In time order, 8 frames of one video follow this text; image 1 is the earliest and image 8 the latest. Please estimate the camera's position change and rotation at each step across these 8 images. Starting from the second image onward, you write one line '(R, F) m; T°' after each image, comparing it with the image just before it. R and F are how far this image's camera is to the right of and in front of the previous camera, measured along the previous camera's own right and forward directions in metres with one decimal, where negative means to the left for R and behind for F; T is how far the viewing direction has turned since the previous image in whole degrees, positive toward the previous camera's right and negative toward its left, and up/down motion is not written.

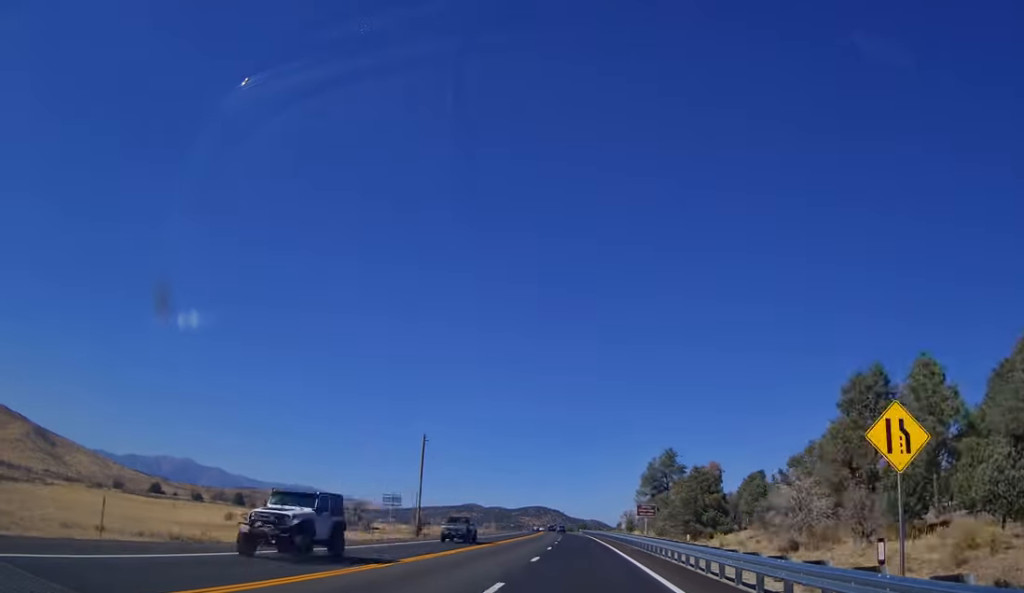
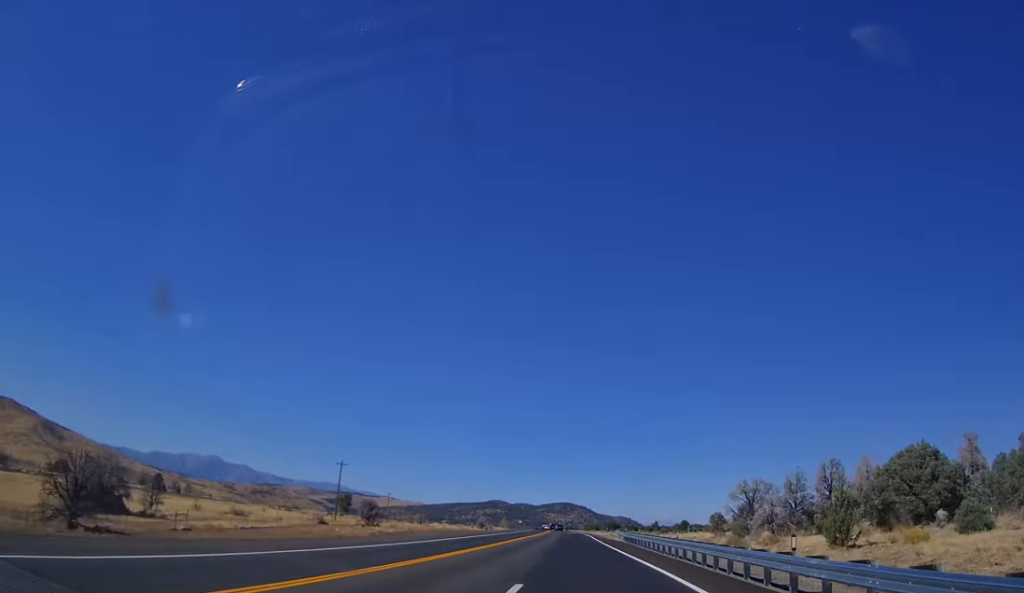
(-1.3, +86.5) m; -3°
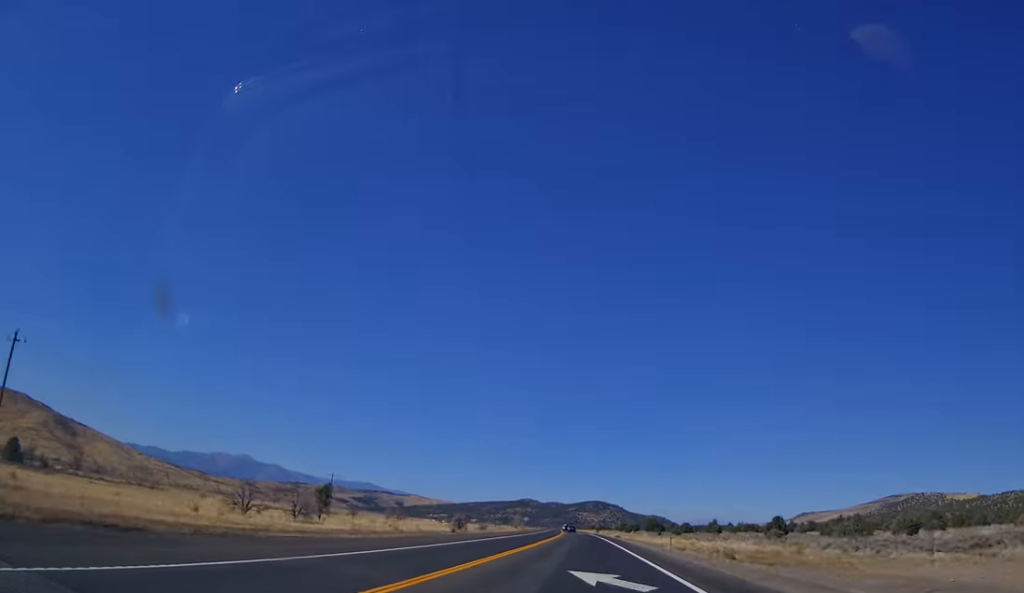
(-2.0, +86.9) m; -2°
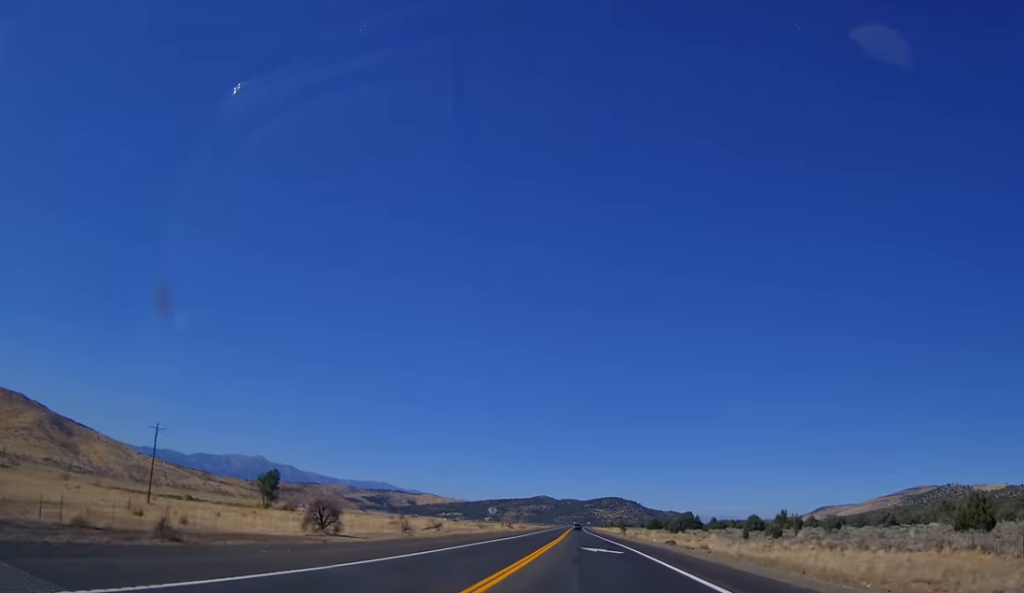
(-2.1, +81.7) m; -2°
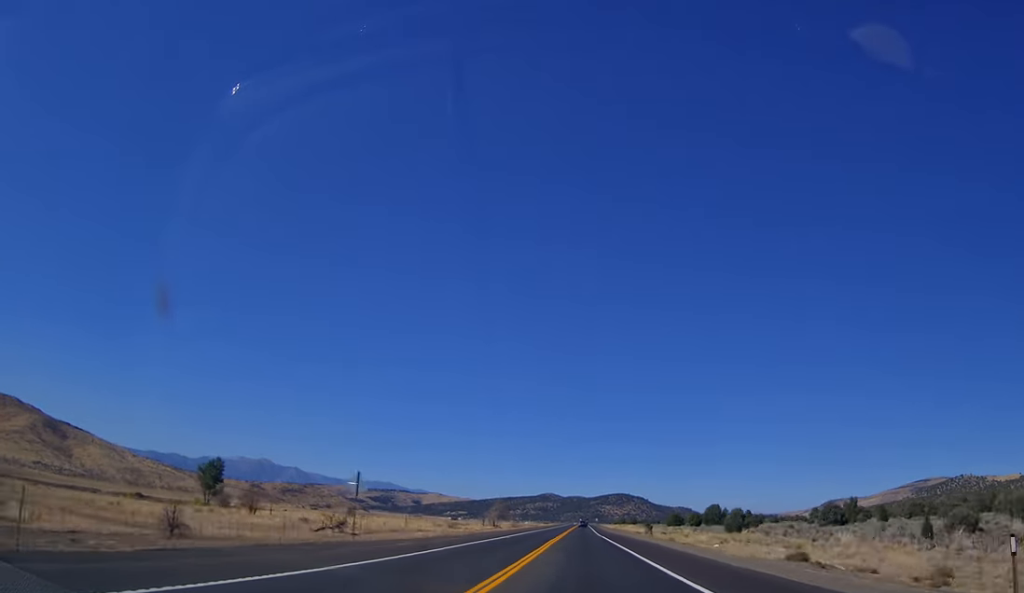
(0.0, +51.6) m; -1°
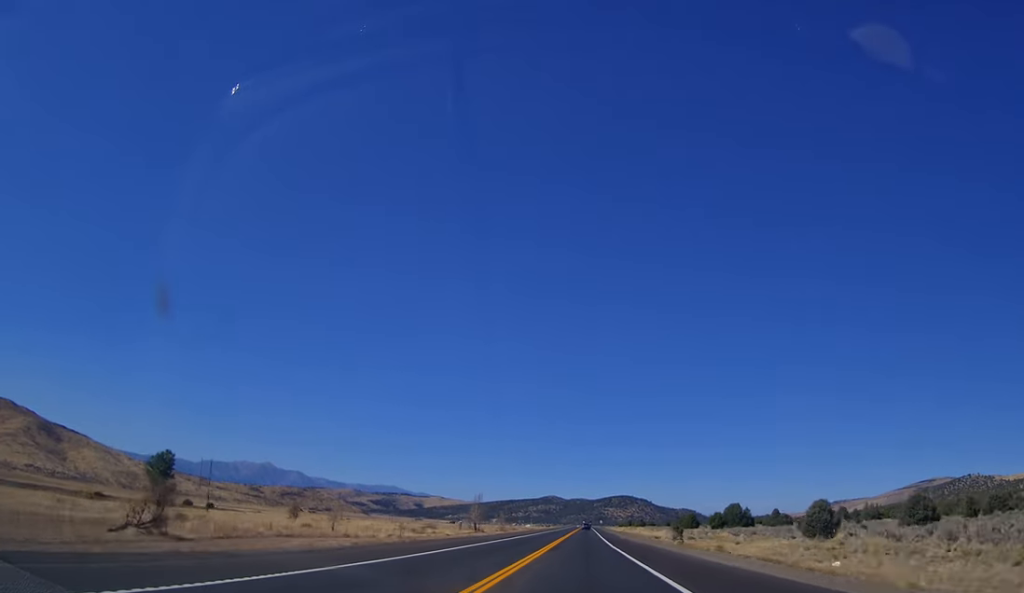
(-0.3, +32.6) m; 0°
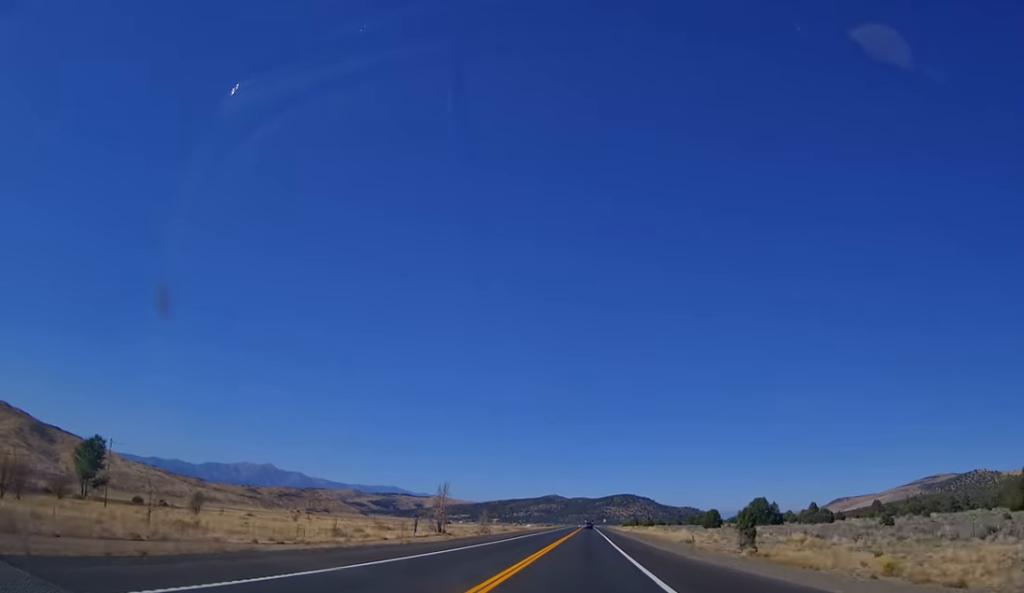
(-0.1, +34.6) m; 0°
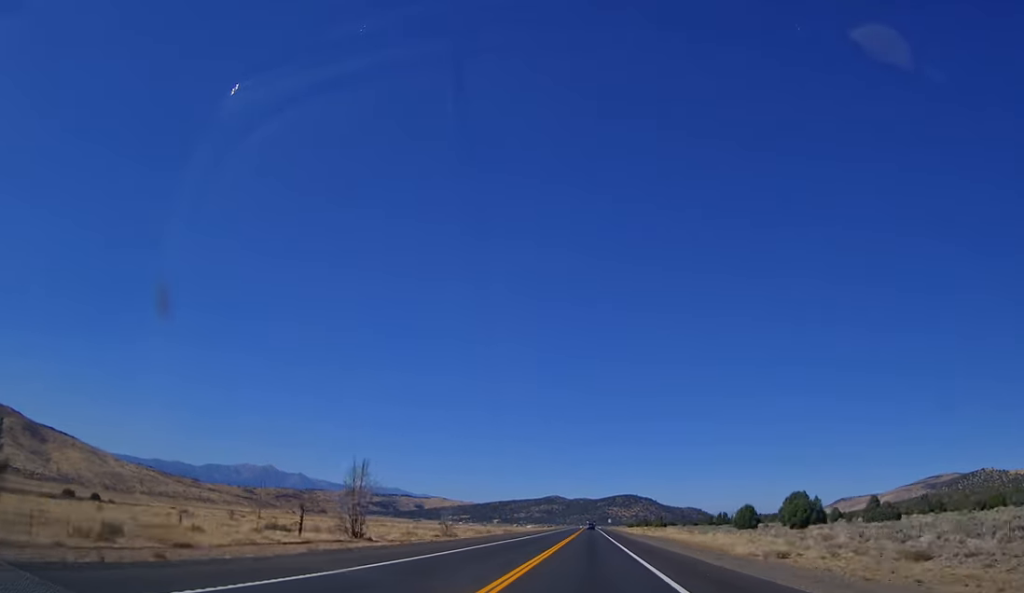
(0.0, +38.5) m; 0°
